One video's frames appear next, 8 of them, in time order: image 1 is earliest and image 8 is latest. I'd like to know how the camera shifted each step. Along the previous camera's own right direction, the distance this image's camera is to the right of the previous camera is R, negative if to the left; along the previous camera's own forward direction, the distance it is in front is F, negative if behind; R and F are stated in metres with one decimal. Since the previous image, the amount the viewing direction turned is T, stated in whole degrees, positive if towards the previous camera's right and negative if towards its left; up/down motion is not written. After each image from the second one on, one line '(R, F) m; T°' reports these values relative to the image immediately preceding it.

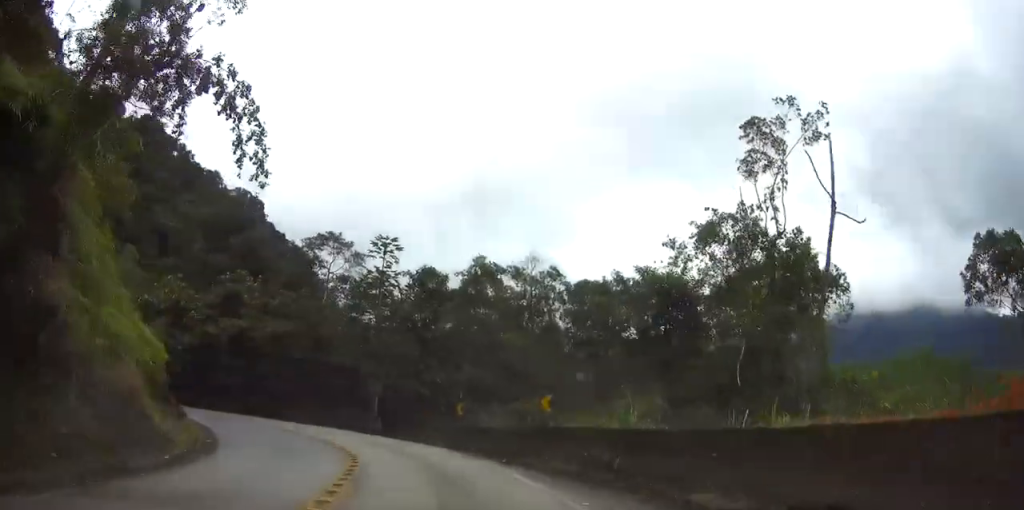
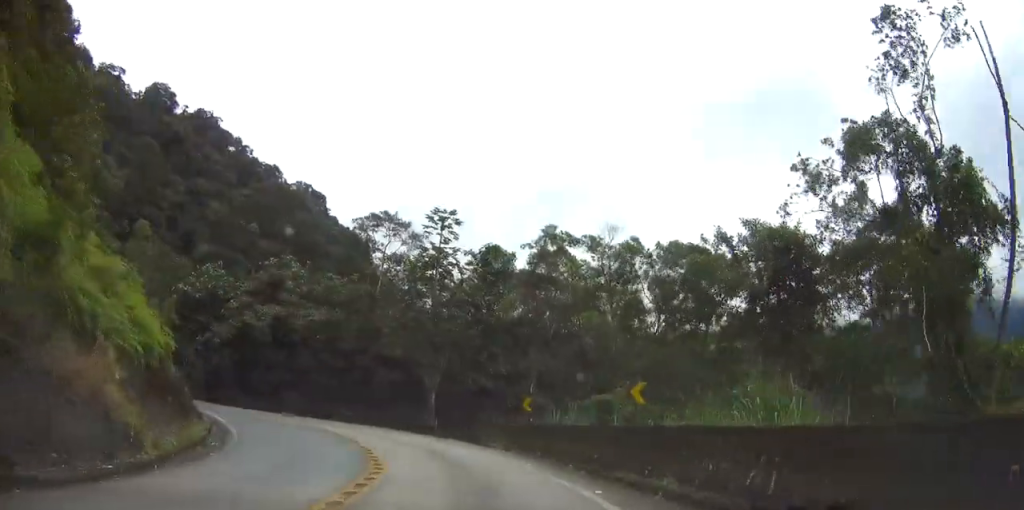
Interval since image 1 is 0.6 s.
(-1.2, +4.7) m; -12°
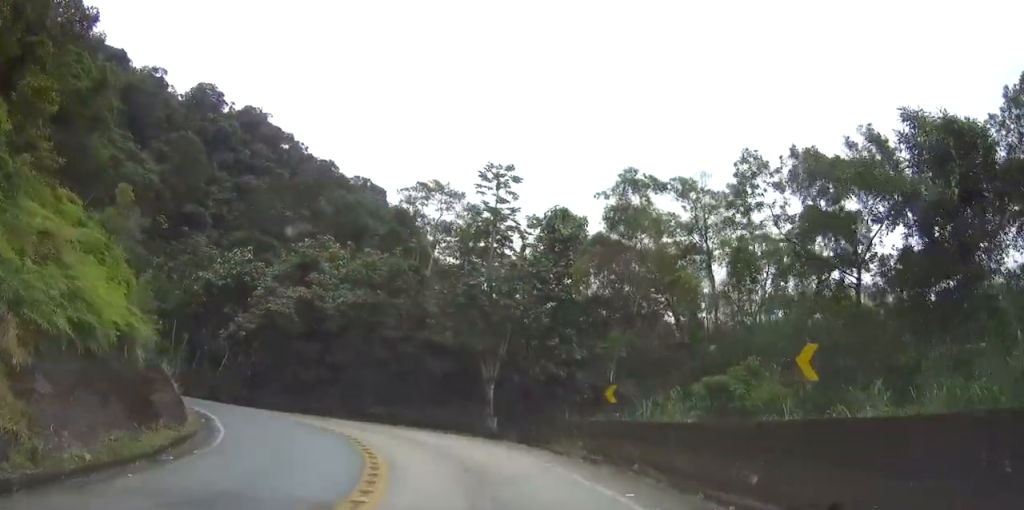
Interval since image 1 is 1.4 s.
(-0.7, +6.4) m; -7°
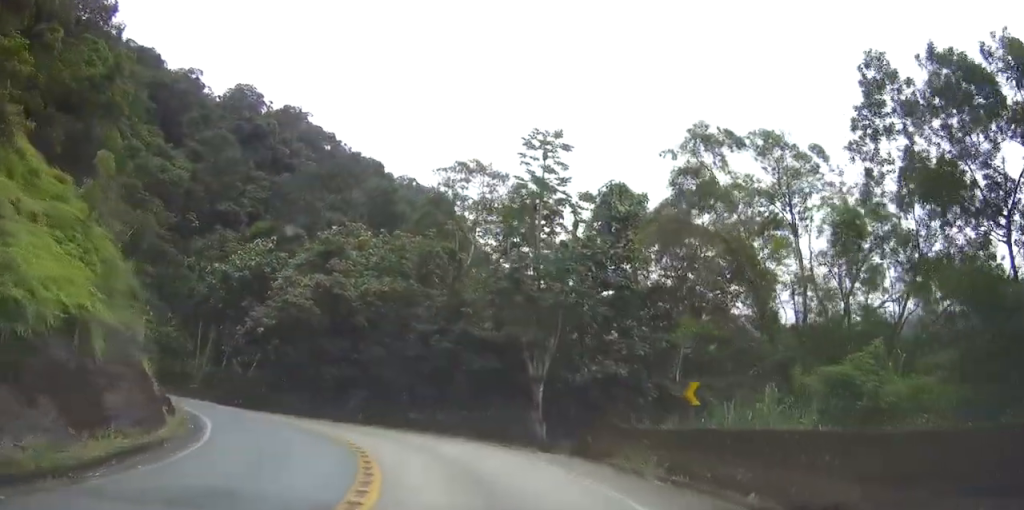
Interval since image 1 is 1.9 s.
(-0.1, +4.3) m; -2°
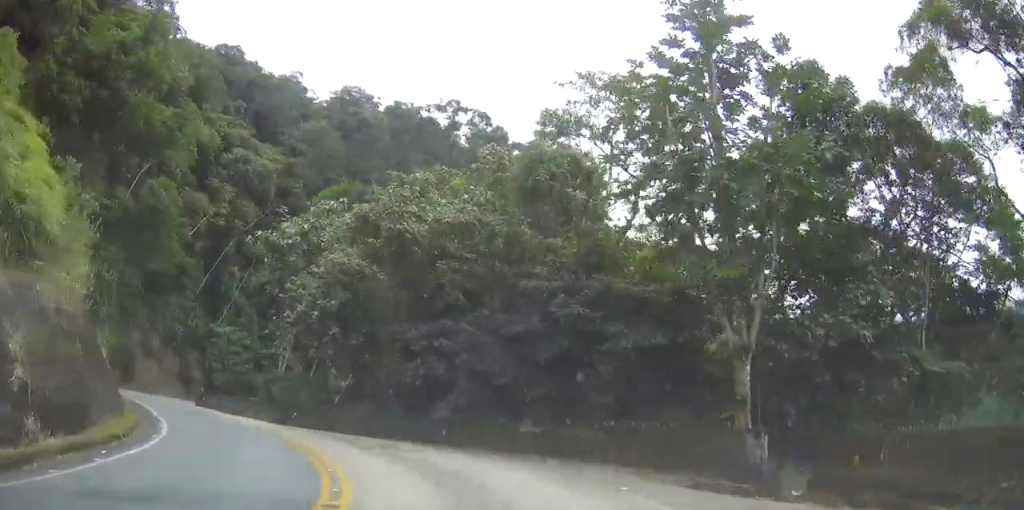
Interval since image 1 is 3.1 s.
(-0.1, +10.5) m; -6°
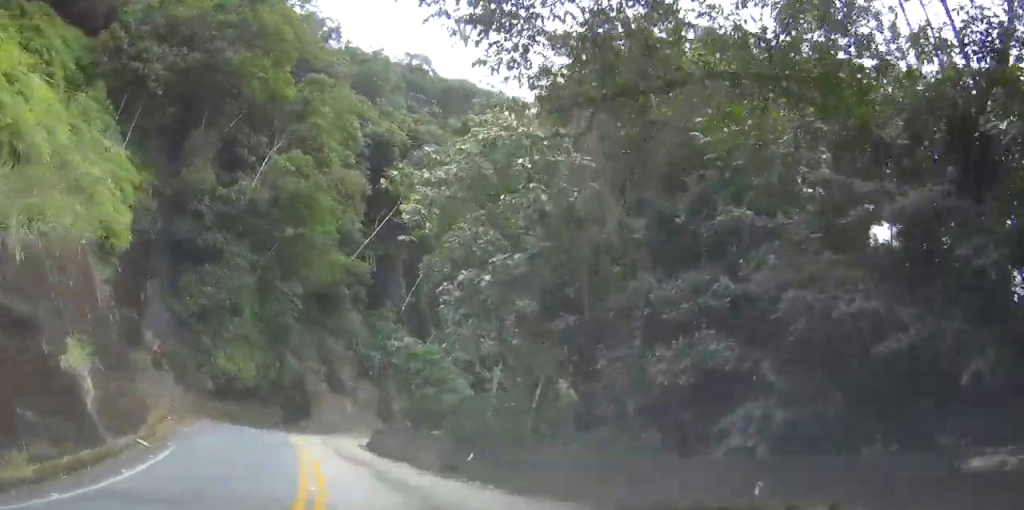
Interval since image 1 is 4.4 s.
(-2.3, +11.1) m; -11°
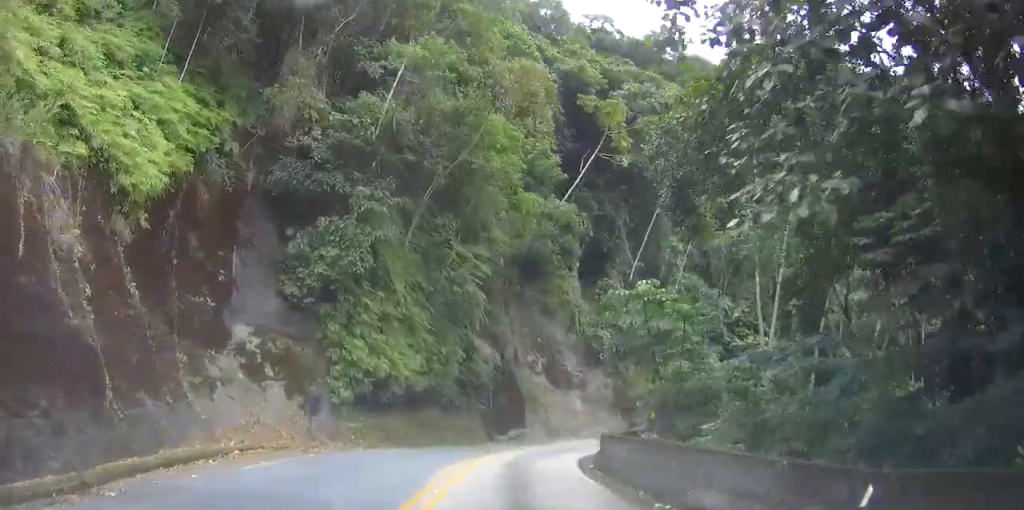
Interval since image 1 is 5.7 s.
(+1.8, +11.5) m; +19°
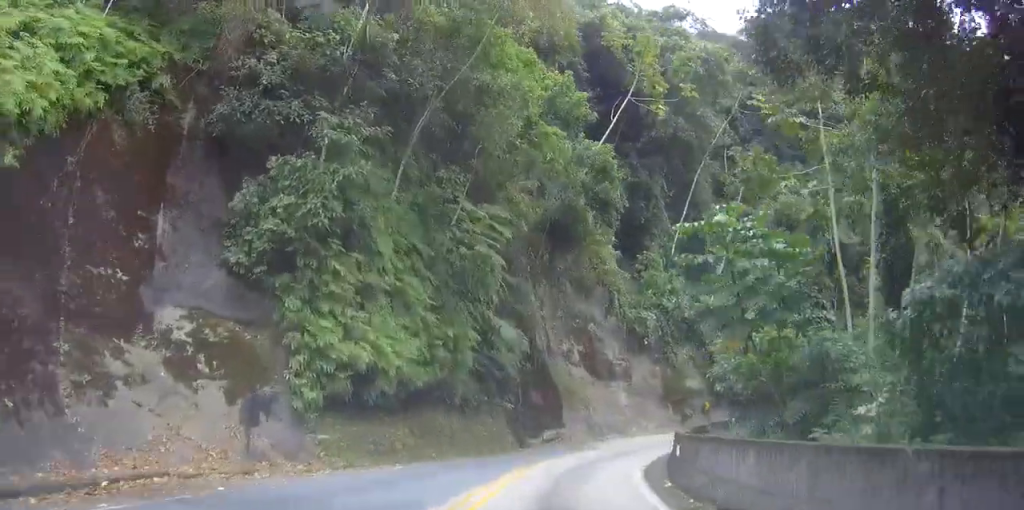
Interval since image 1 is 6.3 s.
(+0.5, +6.8) m; +5°
